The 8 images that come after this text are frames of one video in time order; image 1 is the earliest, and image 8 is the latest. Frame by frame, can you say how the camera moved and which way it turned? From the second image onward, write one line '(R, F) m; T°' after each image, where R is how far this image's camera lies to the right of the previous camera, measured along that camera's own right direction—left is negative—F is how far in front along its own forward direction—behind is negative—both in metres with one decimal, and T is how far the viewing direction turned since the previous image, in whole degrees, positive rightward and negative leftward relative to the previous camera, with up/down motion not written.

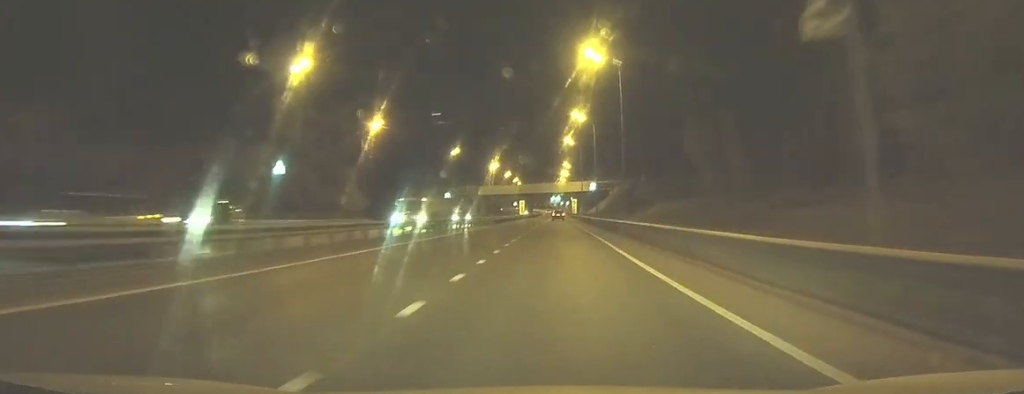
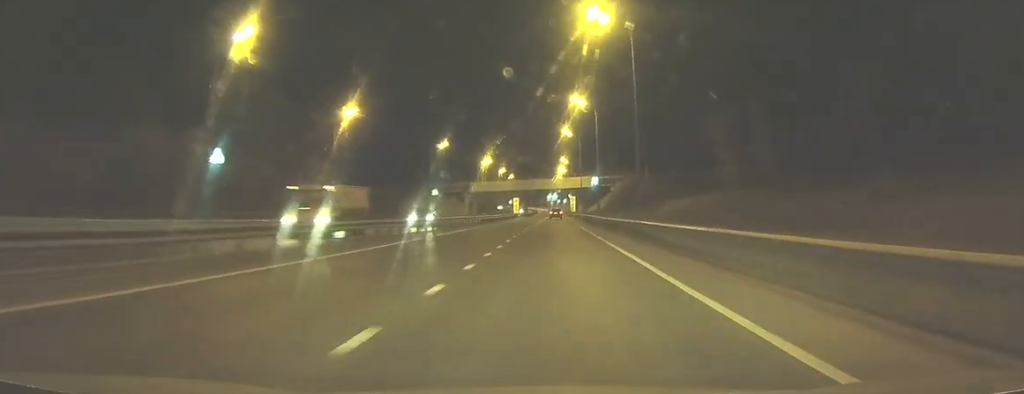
(0.0, +10.0) m; +1°
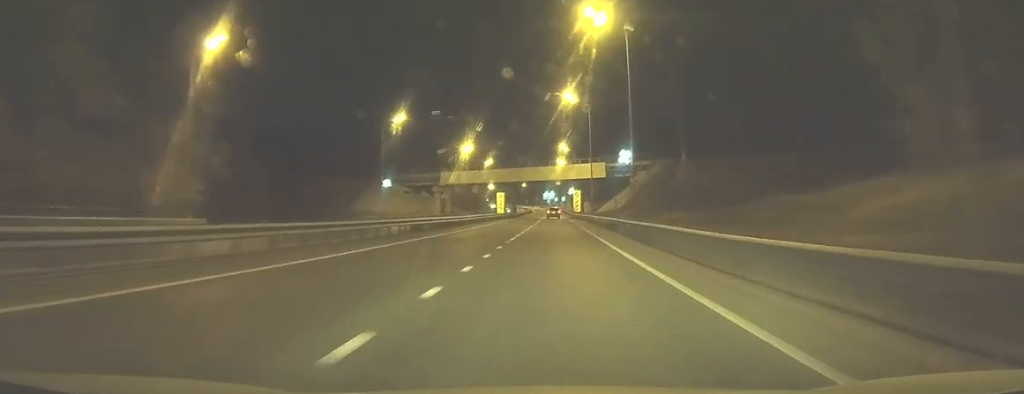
(+0.5, +32.3) m; +1°
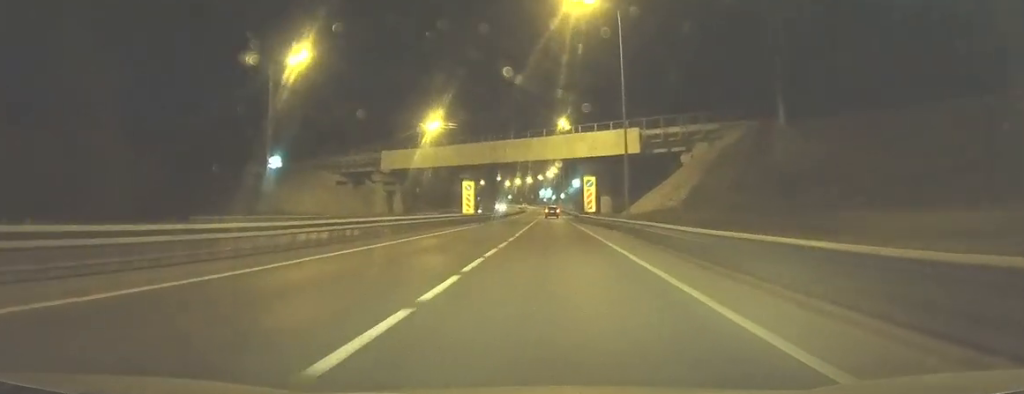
(0.0, +34.7) m; 0°
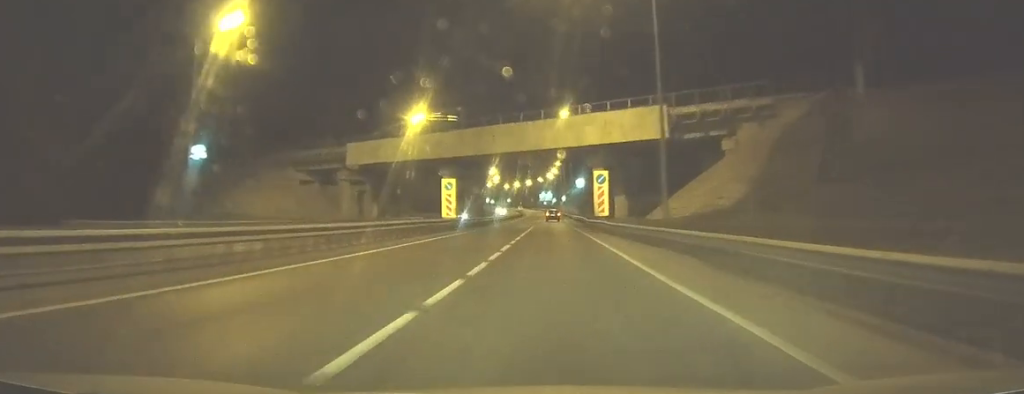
(0.0, +12.0) m; 0°
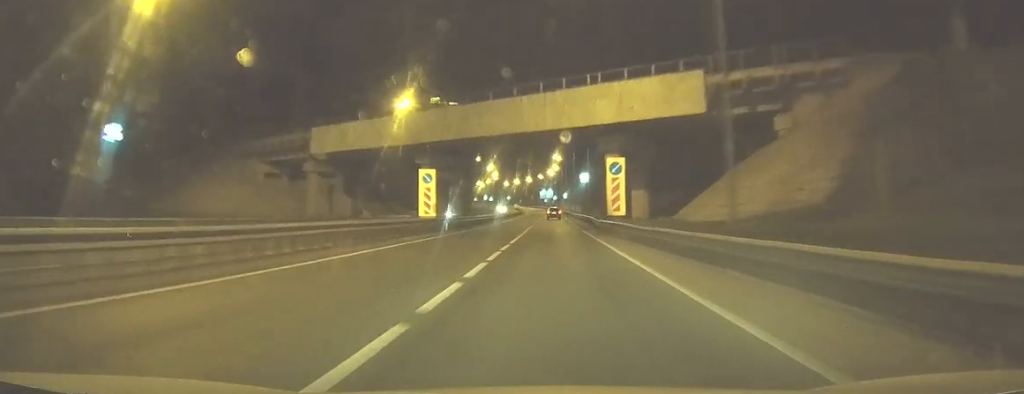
(0.0, +8.9) m; 0°
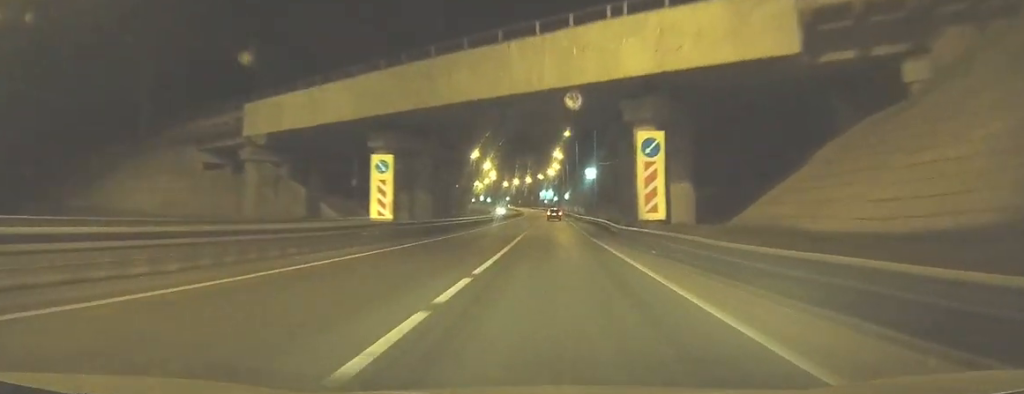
(0.0, +11.2) m; 0°
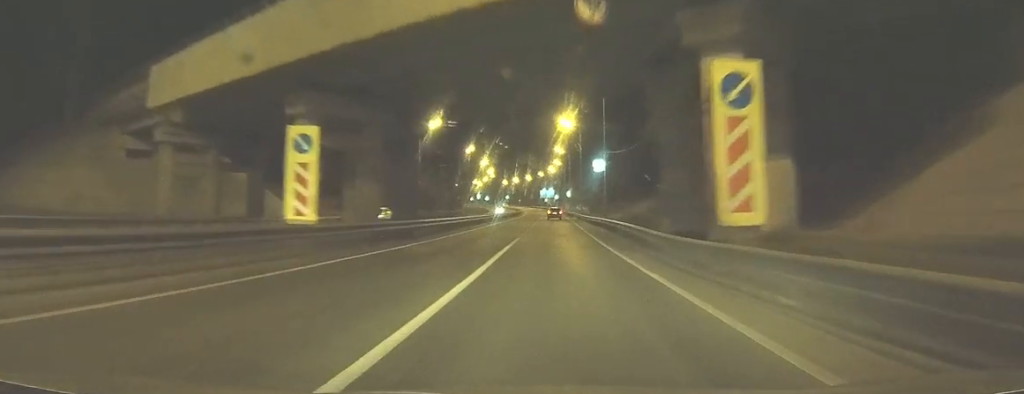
(0.0, +10.0) m; 0°
